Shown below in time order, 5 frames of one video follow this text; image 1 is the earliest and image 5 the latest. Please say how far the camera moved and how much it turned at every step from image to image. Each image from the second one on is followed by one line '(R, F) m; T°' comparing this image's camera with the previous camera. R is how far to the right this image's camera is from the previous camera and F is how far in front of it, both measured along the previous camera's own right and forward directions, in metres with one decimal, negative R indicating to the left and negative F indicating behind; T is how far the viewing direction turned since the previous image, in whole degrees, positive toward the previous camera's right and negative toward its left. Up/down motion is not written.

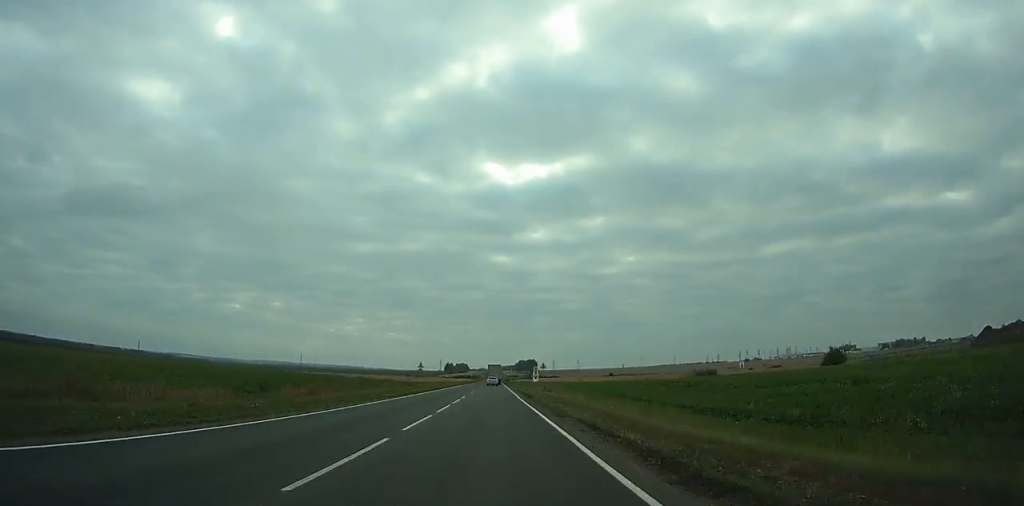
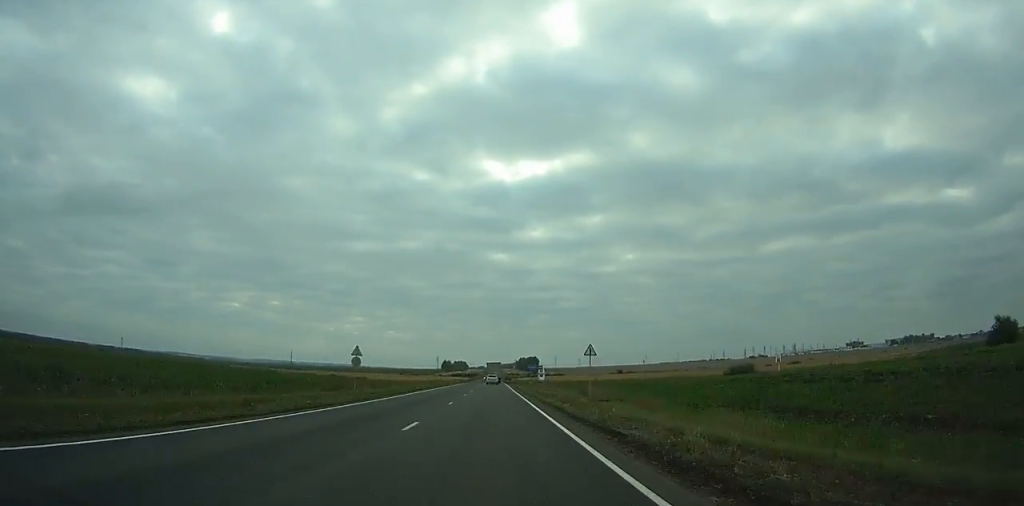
(0.0, +36.4) m; 0°
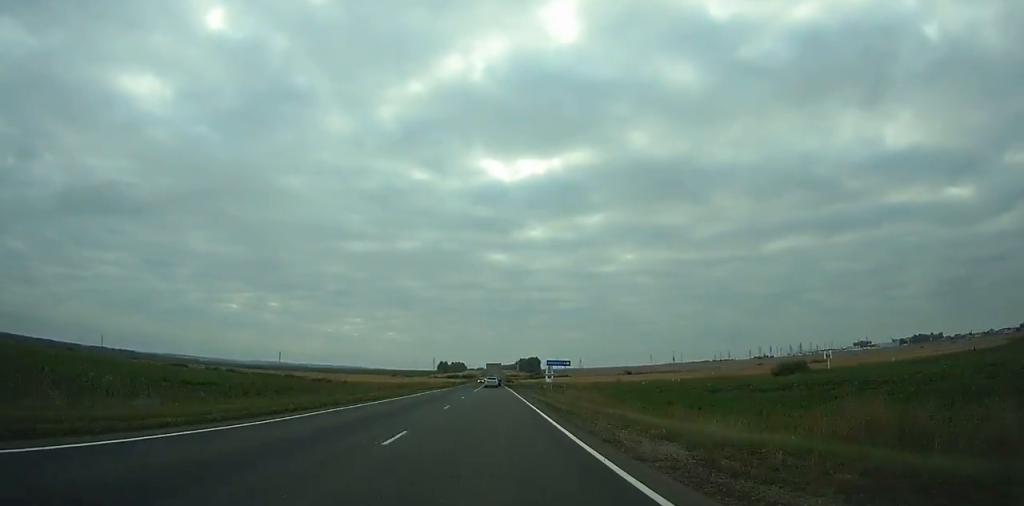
(-0.1, +36.2) m; 0°
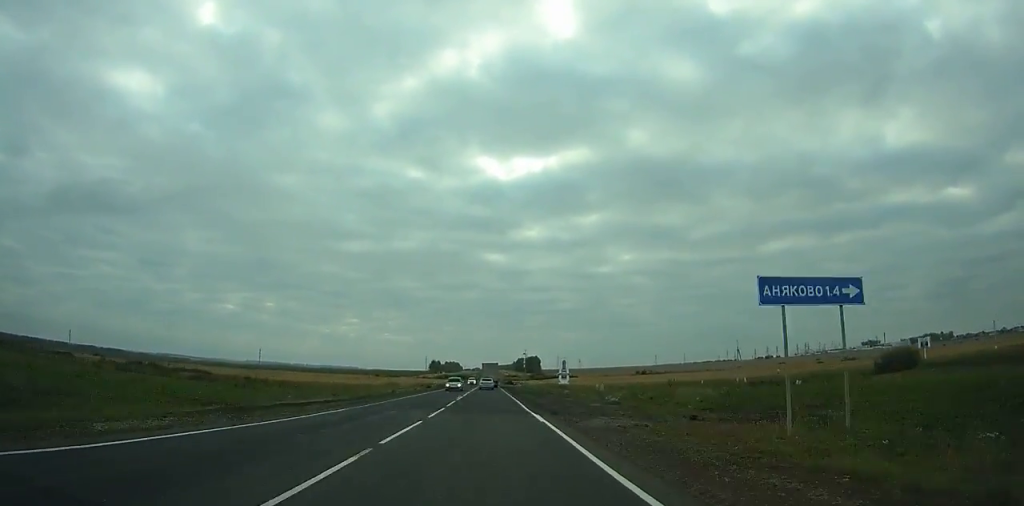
(0.0, +50.9) m; 0°
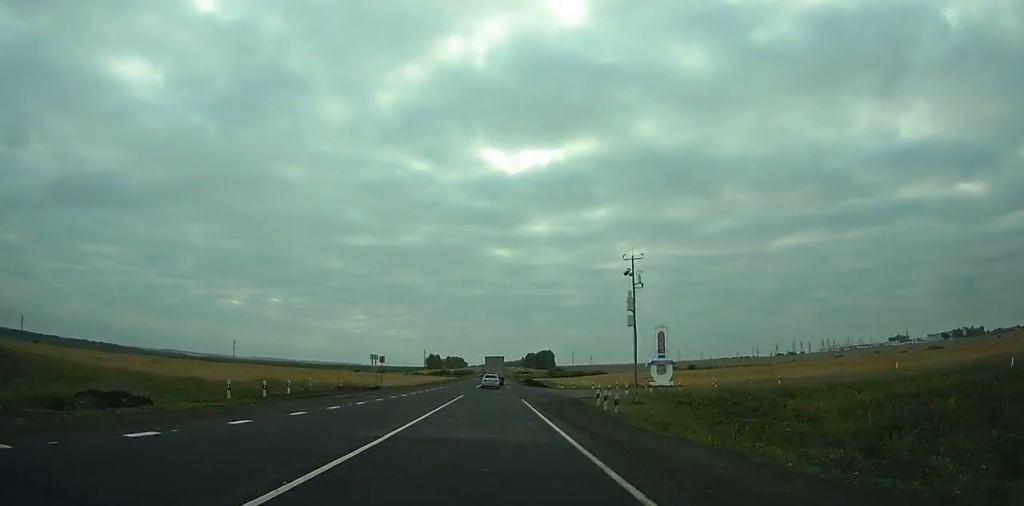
(-0.1, +81.4) m; 0°
